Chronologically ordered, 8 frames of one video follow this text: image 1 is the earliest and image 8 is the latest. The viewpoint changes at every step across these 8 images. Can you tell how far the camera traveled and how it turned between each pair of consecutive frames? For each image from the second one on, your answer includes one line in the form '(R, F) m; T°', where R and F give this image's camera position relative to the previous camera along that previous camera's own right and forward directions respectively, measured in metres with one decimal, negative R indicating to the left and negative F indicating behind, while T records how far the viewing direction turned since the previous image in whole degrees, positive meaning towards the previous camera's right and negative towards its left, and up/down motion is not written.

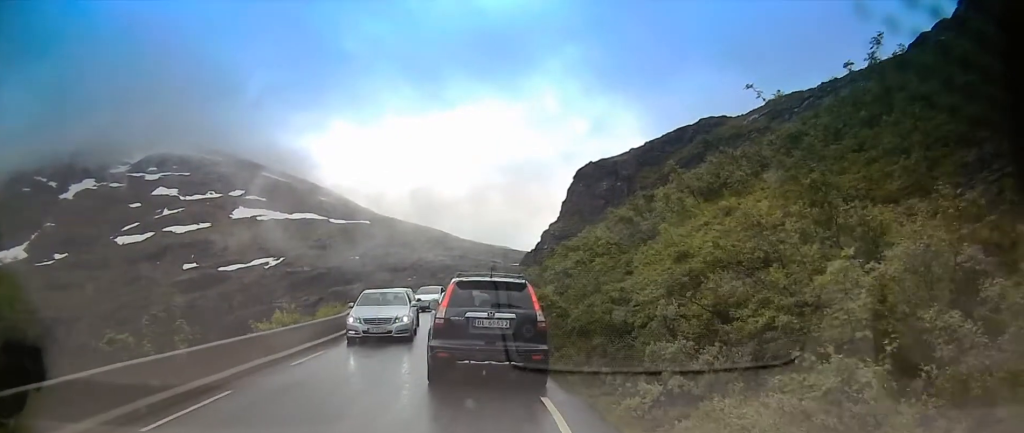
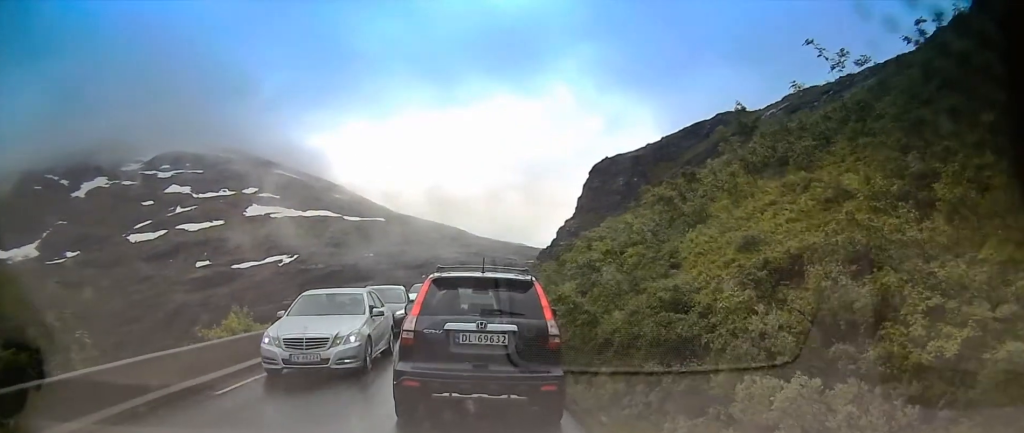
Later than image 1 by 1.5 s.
(0.0, +4.1) m; -2°
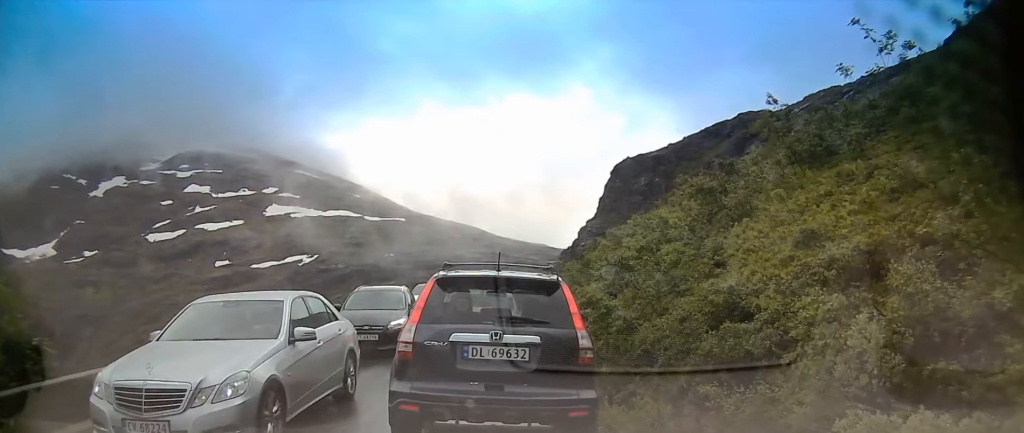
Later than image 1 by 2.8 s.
(-0.1, +2.1) m; -2°
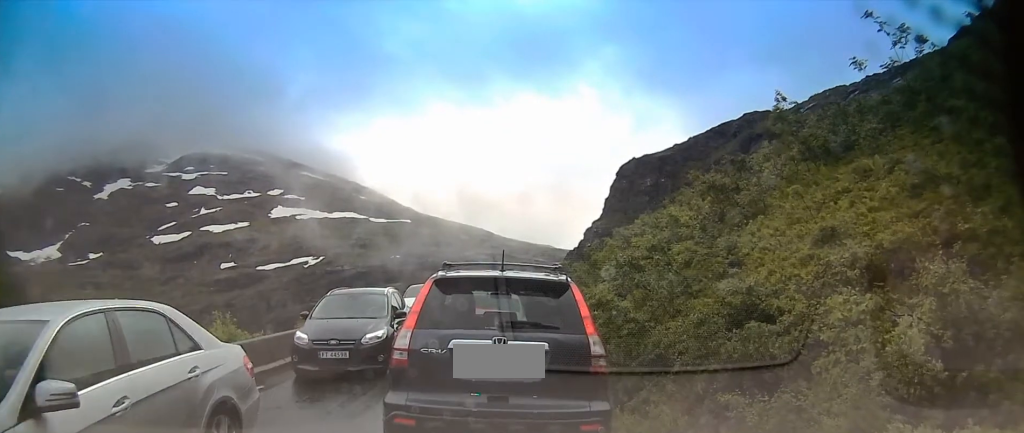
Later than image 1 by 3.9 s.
(0.0, +1.1) m; 0°
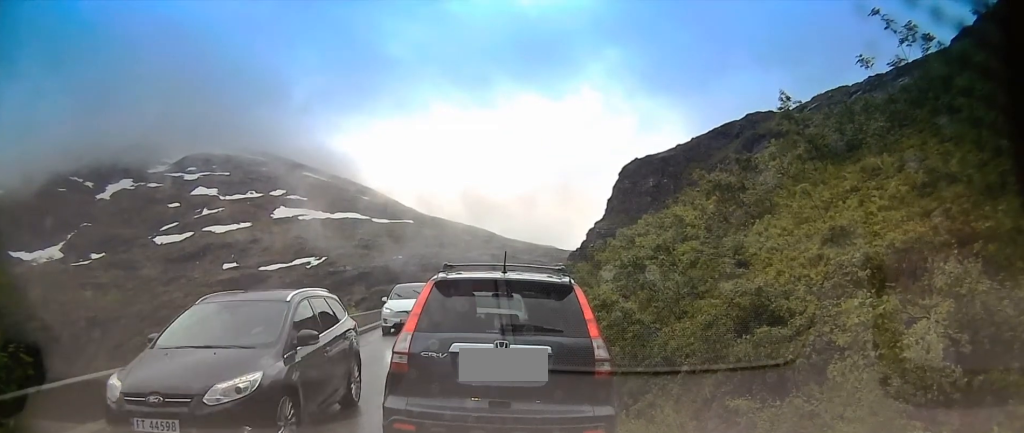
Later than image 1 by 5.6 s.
(0.0, +1.1) m; 0°
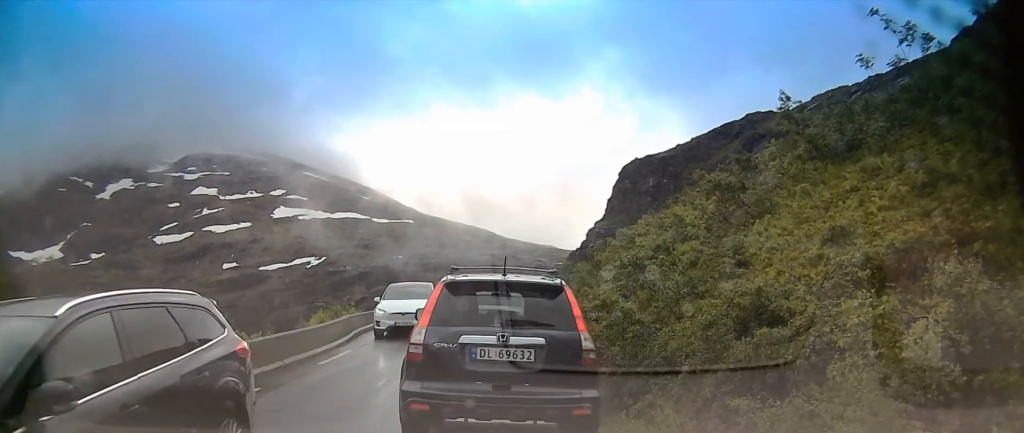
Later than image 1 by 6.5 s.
(0.0, +0.4) m; 0°
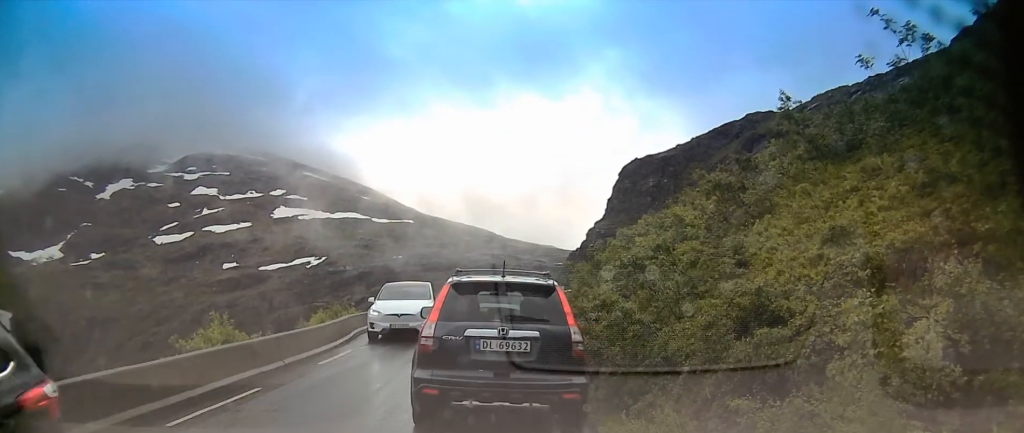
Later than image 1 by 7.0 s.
(0.0, +0.2) m; 0°
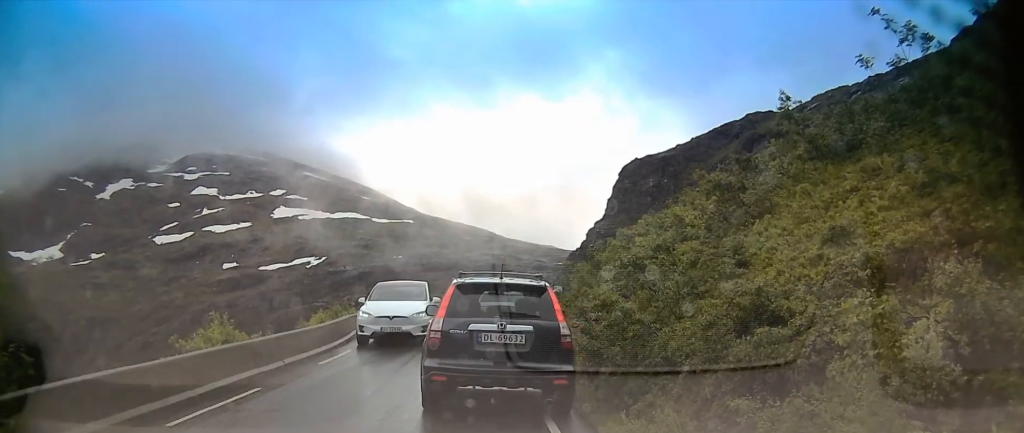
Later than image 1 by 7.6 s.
(0.0, +0.3) m; 0°
